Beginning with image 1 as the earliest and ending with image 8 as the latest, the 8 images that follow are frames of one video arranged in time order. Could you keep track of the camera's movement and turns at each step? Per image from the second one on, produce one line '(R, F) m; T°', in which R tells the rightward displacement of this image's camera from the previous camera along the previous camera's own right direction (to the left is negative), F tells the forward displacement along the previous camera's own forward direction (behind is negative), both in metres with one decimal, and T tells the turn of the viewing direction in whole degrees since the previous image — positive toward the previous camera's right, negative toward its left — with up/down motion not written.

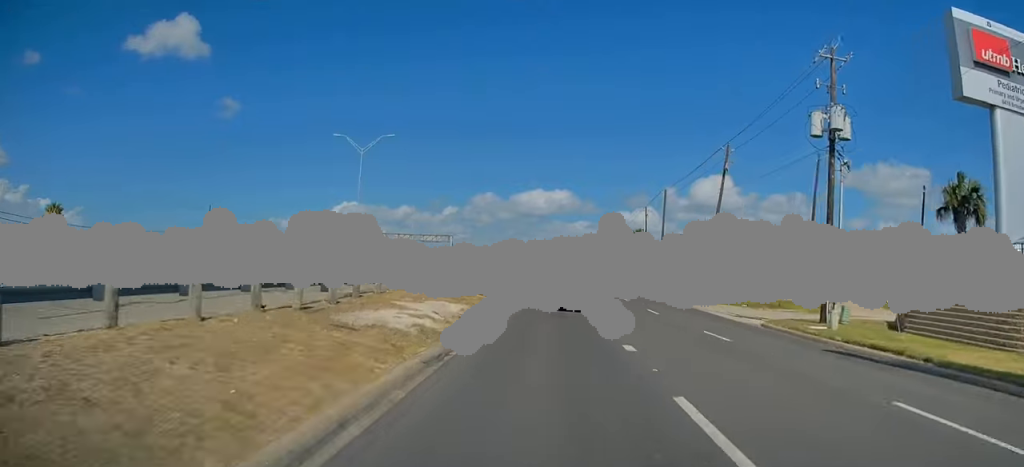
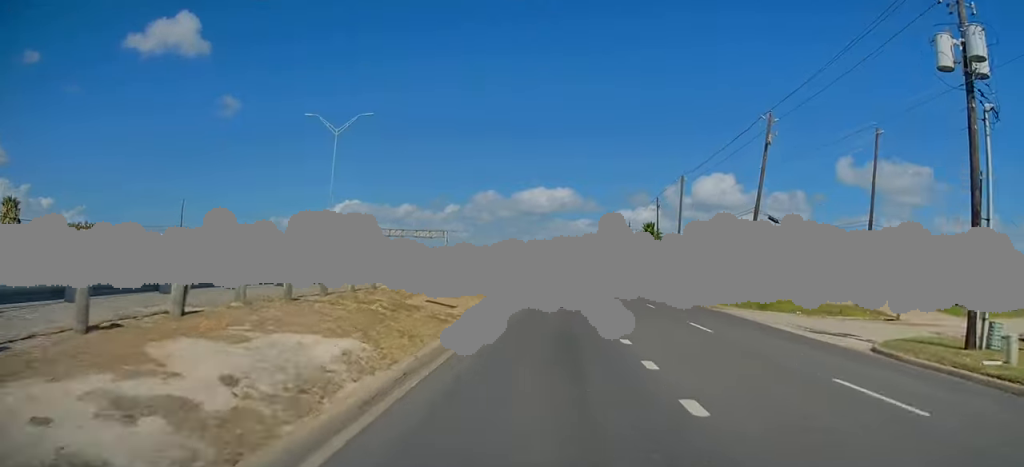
(+0.1, +10.0) m; 0°
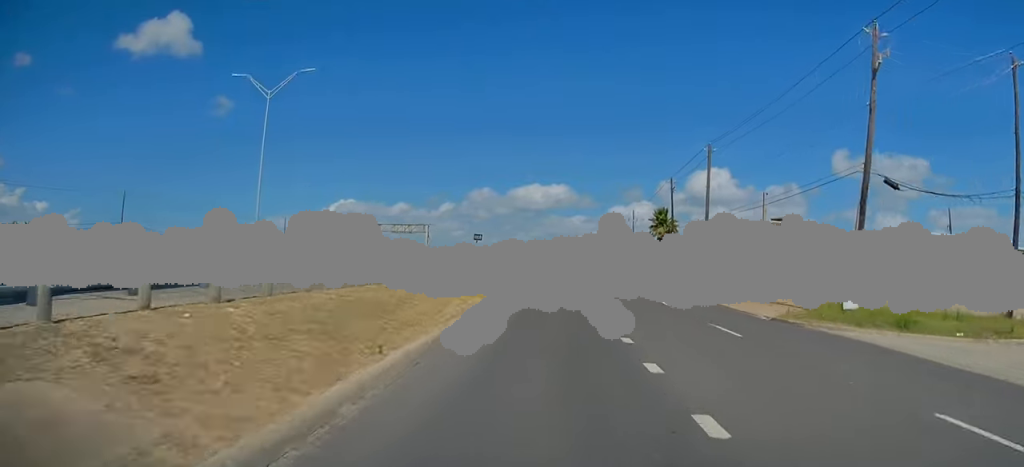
(+0.1, +15.7) m; 0°
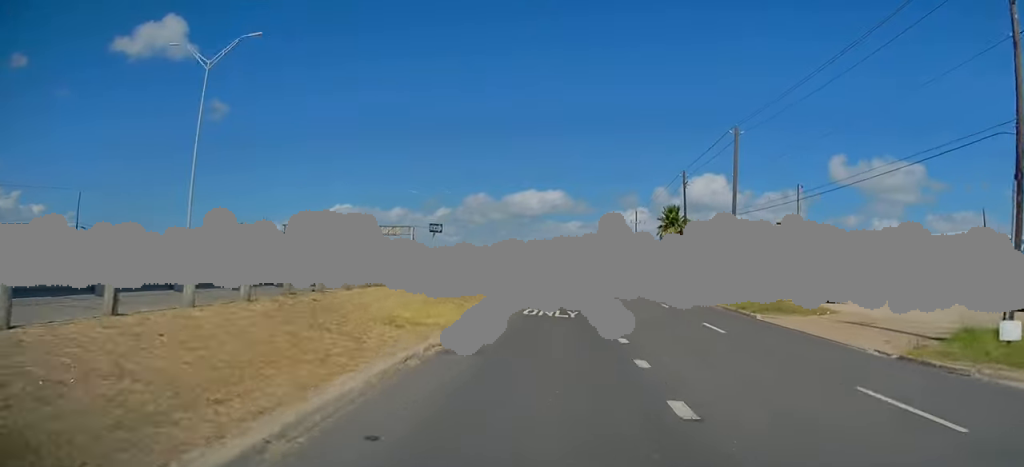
(-0.1, +10.0) m; 0°
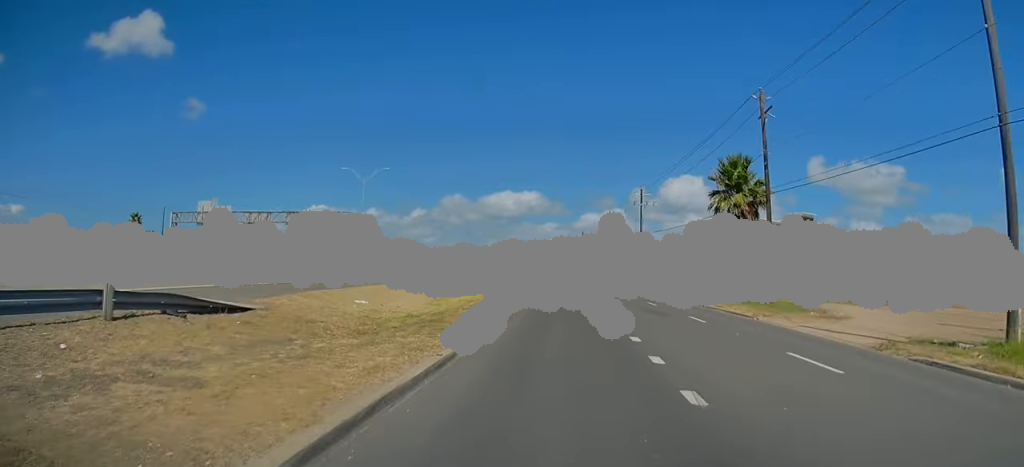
(+0.6, +32.3) m; +2°
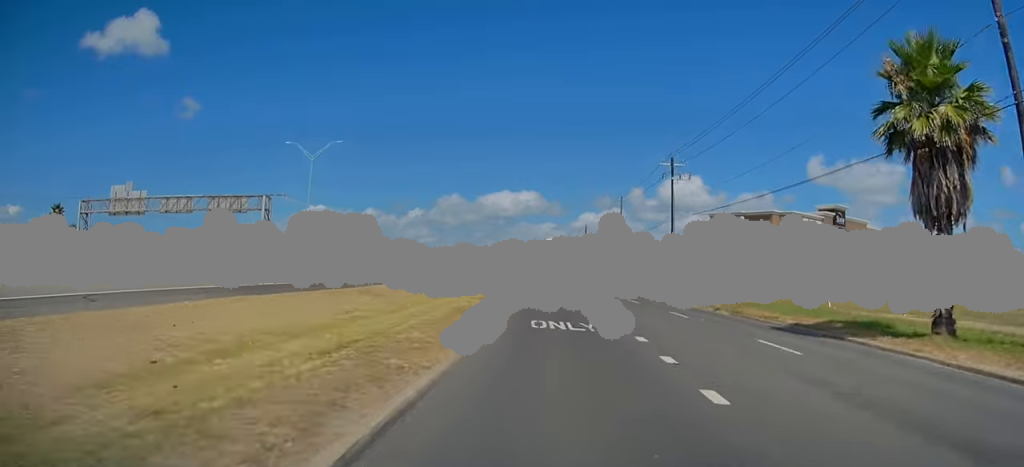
(+0.2, +21.9) m; 0°
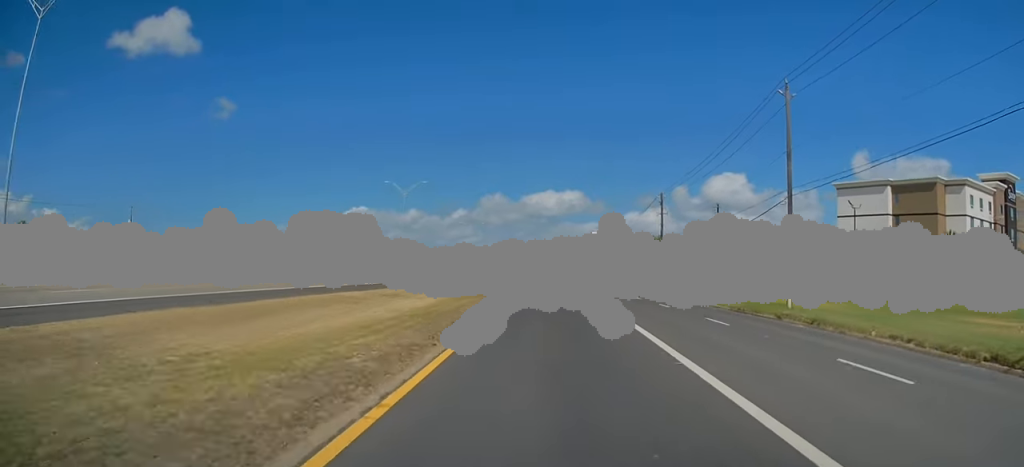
(-1.3, +52.8) m; -4°
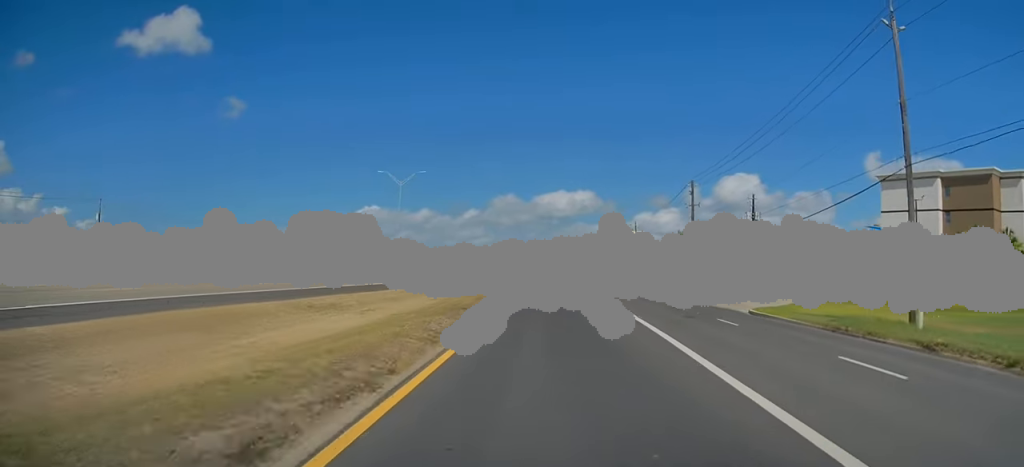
(0.0, +11.2) m; -1°
